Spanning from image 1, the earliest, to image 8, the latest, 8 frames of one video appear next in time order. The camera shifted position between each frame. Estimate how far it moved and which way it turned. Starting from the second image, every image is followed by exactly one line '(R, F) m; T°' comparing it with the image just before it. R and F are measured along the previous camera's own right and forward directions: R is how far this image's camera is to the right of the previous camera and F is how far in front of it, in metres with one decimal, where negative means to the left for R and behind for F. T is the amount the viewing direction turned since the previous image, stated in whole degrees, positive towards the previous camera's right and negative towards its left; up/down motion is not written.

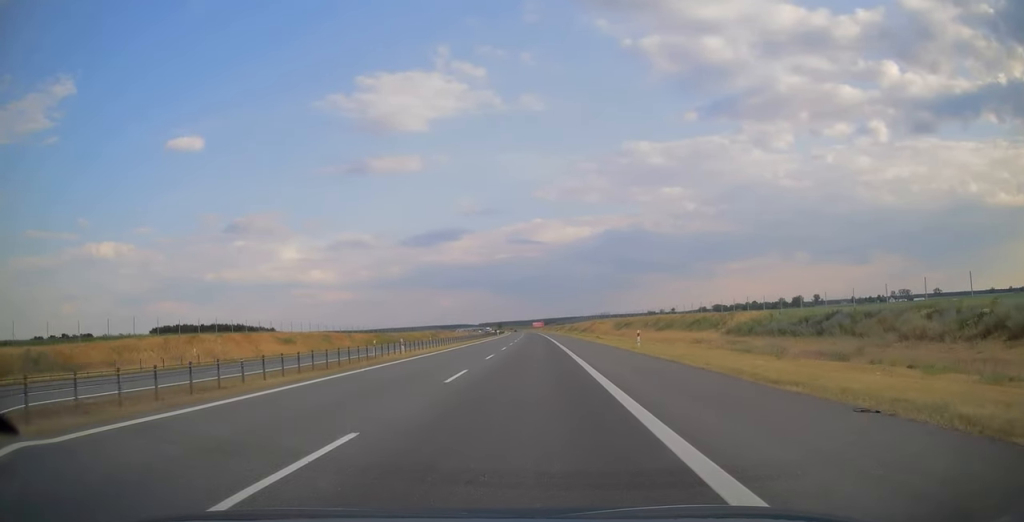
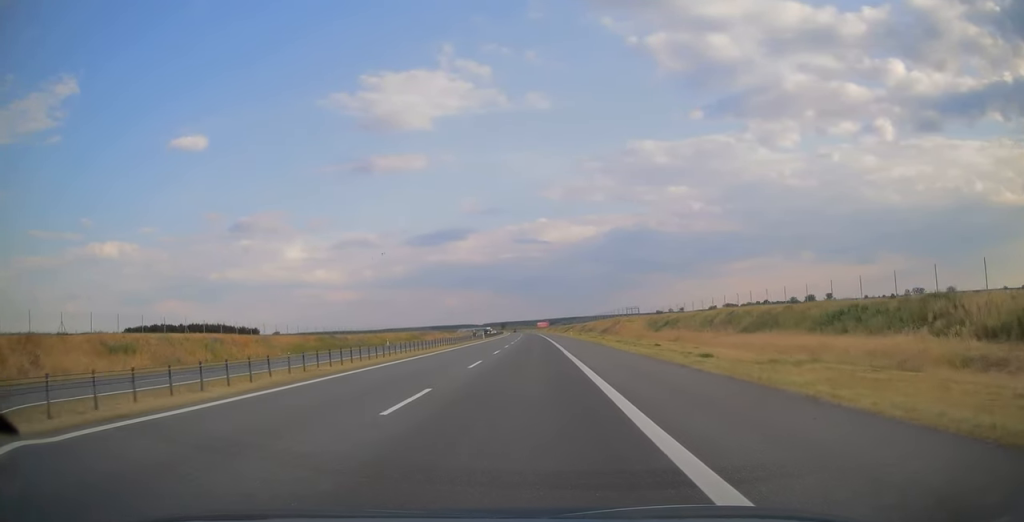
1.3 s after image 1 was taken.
(-0.1, +41.5) m; -1°
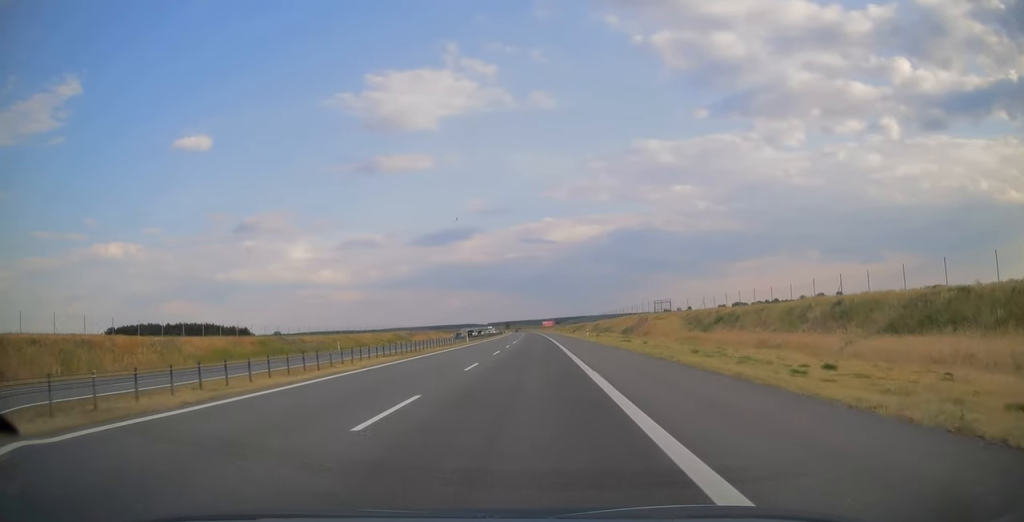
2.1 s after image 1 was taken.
(-0.1, +25.7) m; 0°
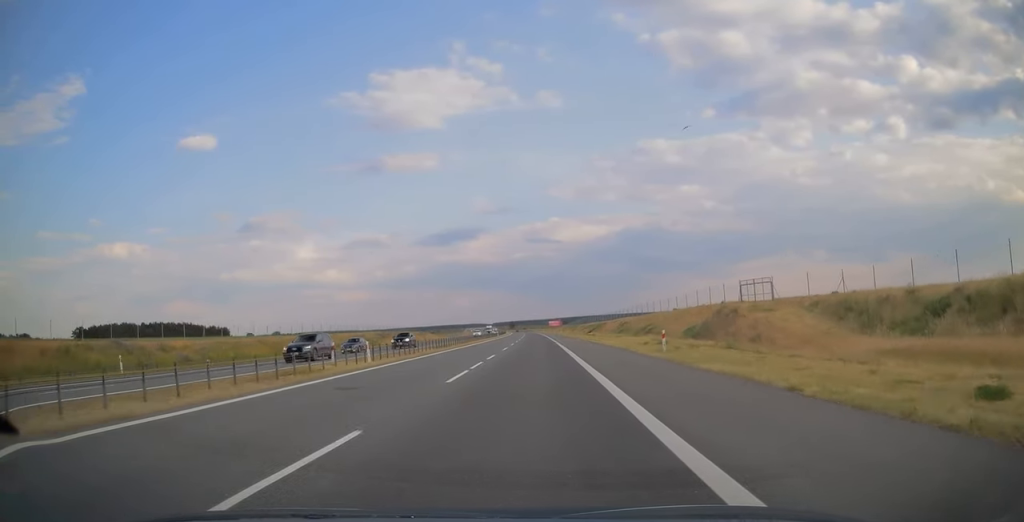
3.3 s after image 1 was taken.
(-0.1, +40.4) m; 0°
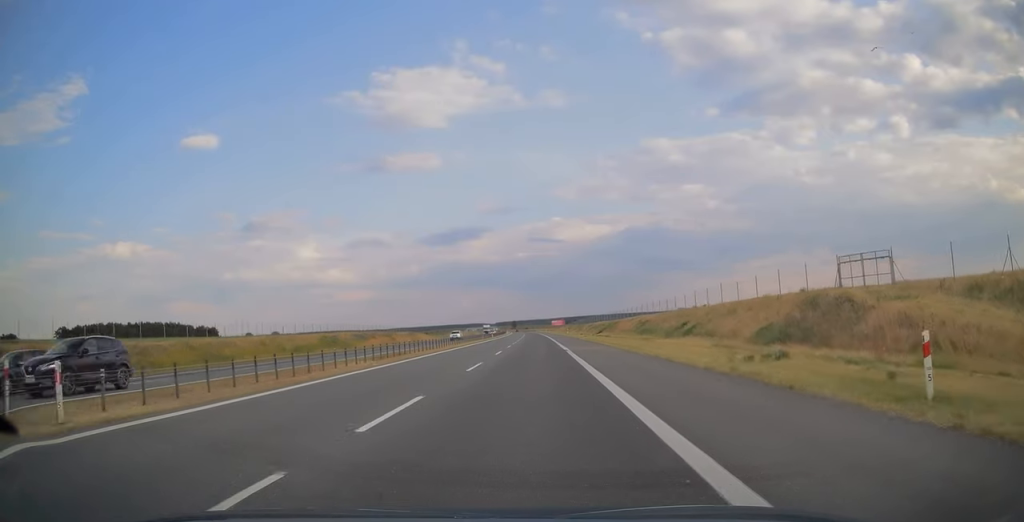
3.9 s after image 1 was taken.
(-0.1, +19.6) m; 0°
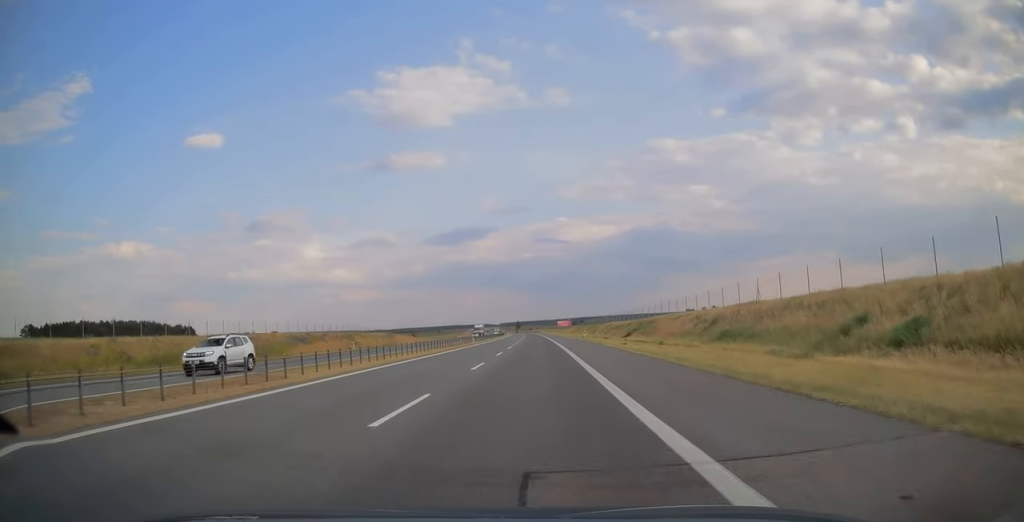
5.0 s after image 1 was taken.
(-0.2, +35.5) m; -1°
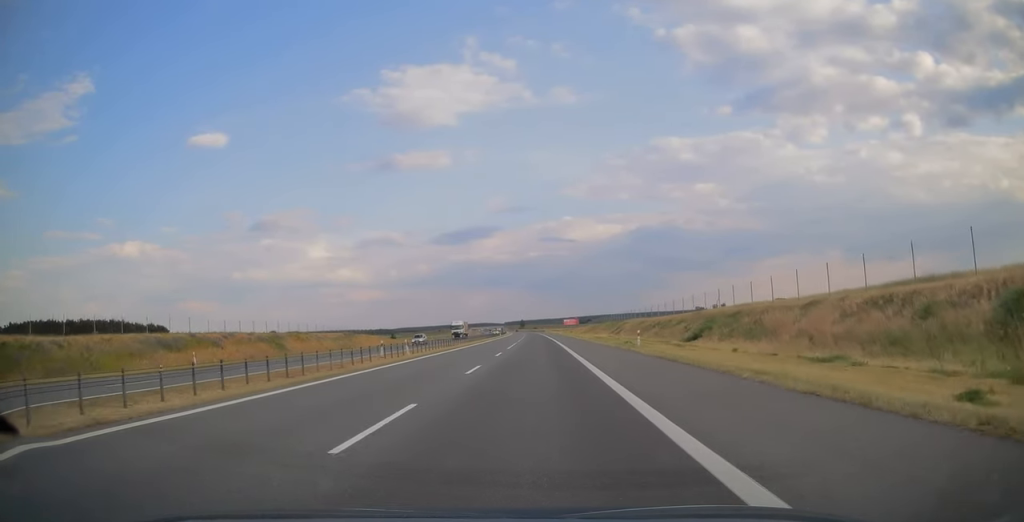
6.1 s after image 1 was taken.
(-0.2, +37.7) m; 0°
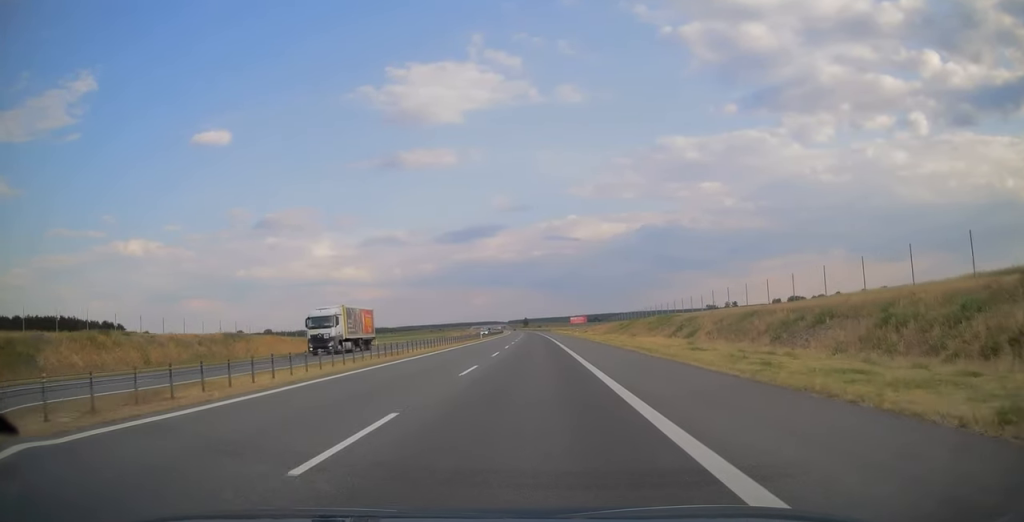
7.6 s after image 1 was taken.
(-0.3, +49.2) m; -1°
